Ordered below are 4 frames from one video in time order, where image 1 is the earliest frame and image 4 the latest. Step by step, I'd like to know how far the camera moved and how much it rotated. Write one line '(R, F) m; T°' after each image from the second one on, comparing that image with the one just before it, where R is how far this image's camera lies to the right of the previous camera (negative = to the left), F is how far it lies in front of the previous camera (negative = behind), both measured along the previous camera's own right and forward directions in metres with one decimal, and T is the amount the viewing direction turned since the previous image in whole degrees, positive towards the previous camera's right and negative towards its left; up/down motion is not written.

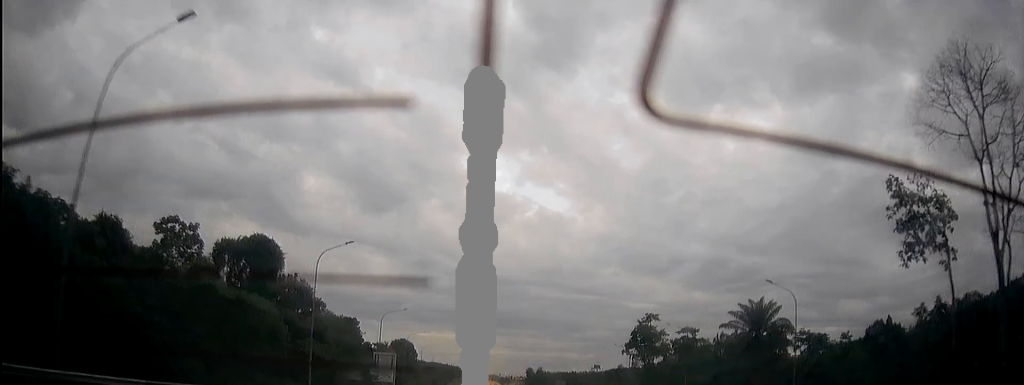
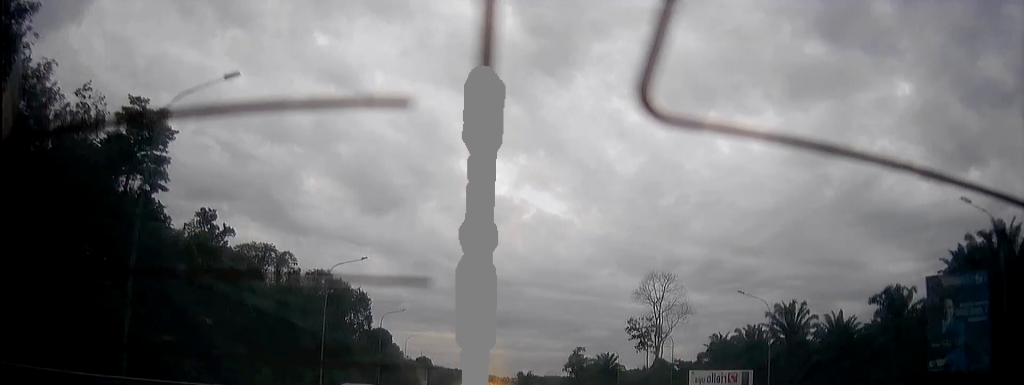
(0.0, +92.9) m; 0°
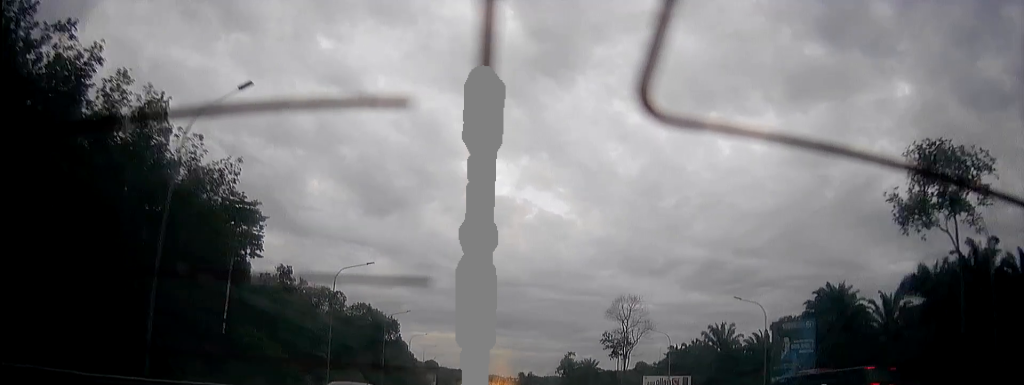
(0.0, +32.1) m; 0°
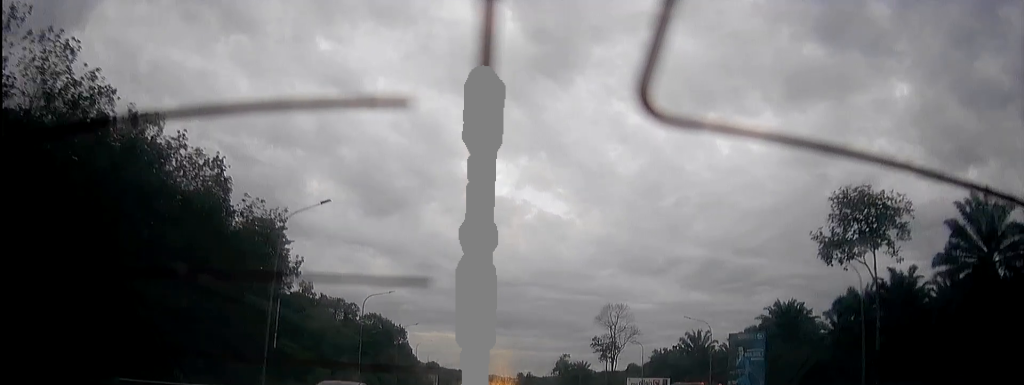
(0.0, +13.8) m; 0°
